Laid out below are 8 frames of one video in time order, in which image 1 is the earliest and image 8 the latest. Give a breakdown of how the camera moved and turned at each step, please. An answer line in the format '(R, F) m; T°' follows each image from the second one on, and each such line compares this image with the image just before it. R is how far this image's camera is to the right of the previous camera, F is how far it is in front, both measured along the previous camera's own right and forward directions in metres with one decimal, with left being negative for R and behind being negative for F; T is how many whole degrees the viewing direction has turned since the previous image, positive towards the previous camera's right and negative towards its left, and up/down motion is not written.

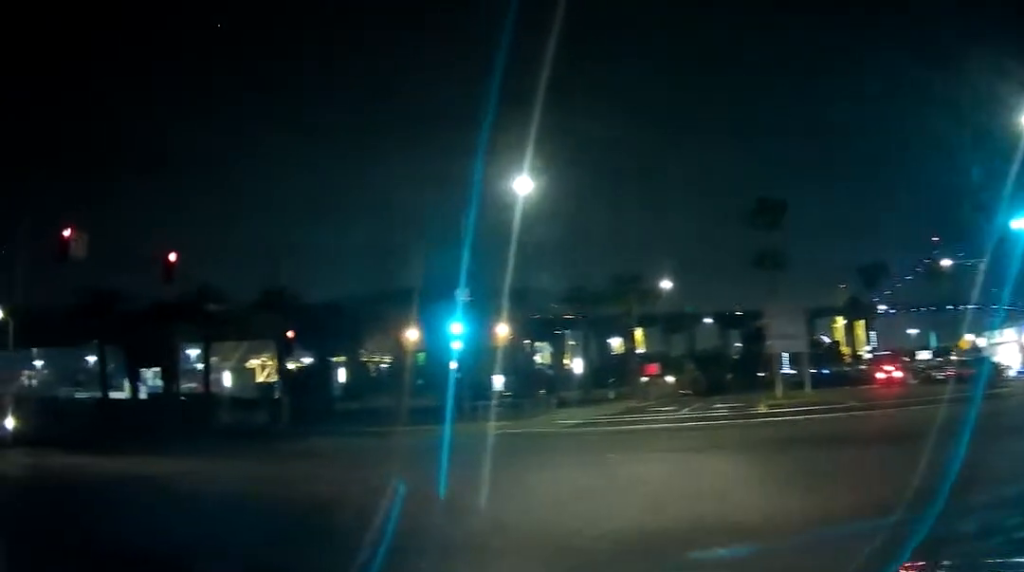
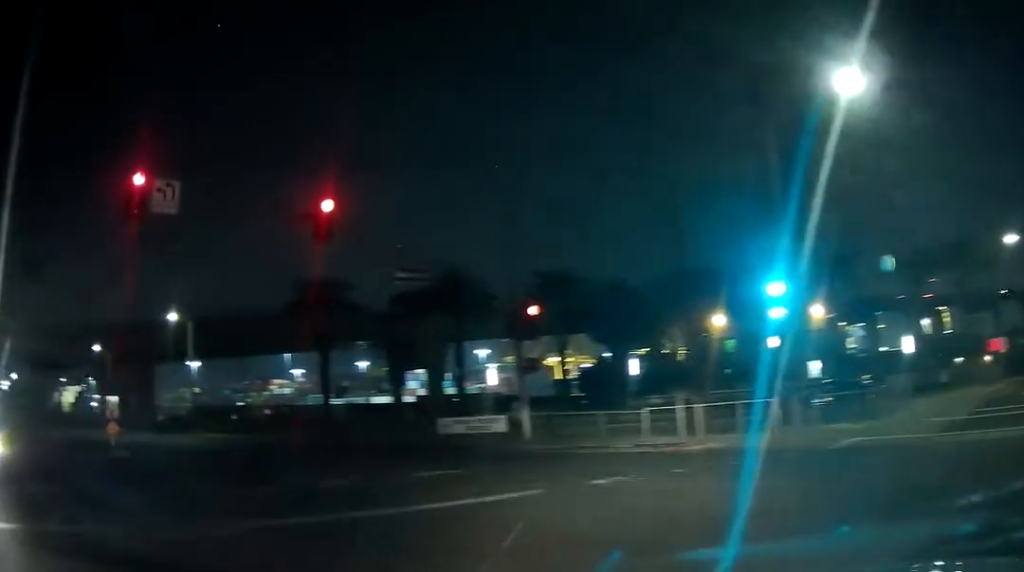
(-1.1, +9.6) m; -17°
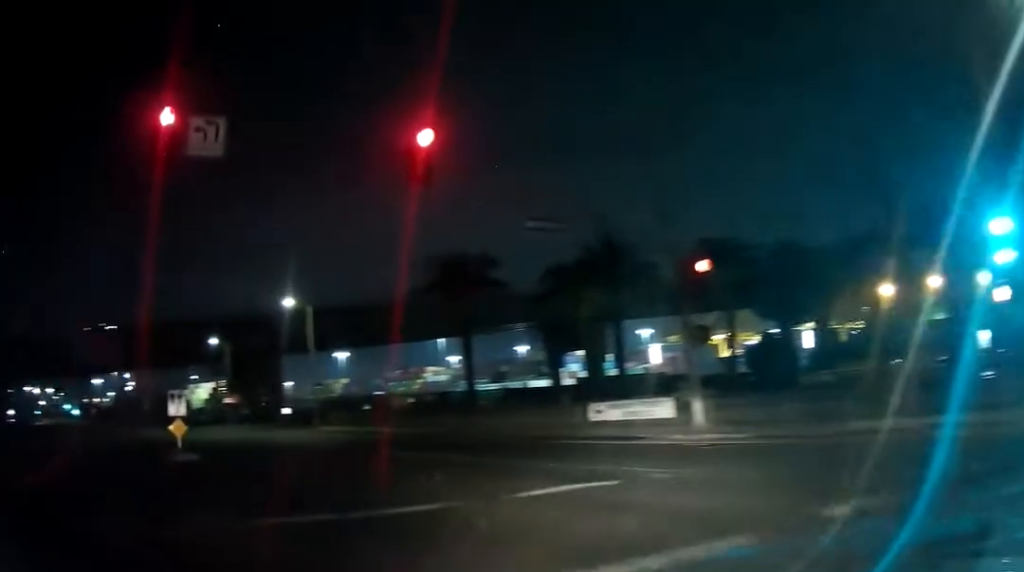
(-0.5, +5.1) m; -11°
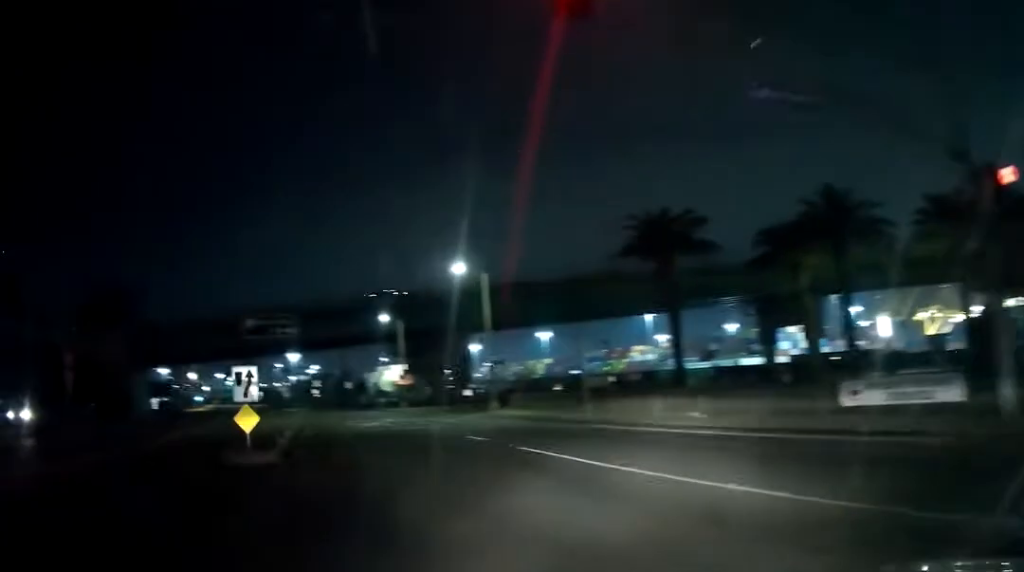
(-0.8, +7.0) m; -15°
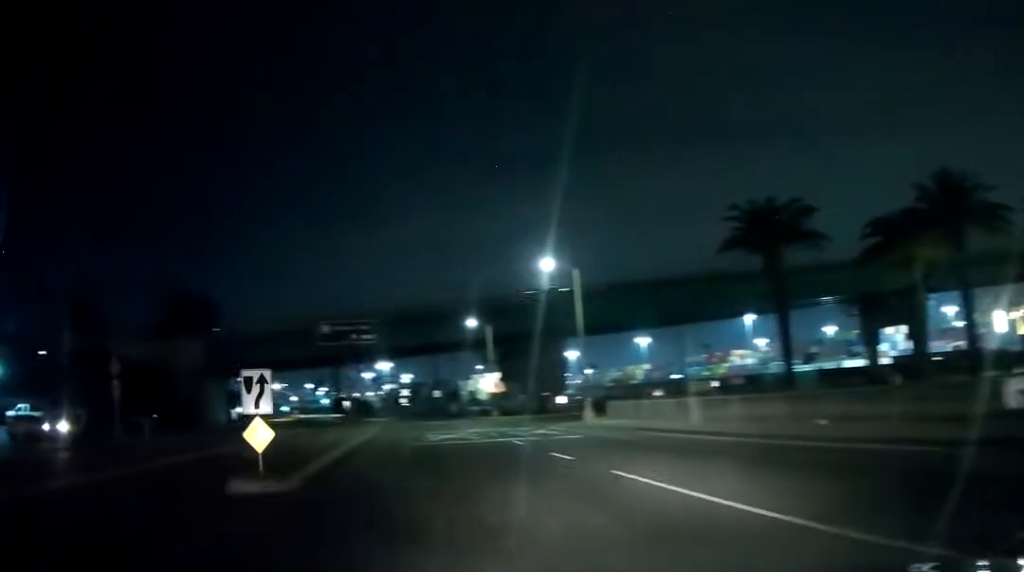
(-0.2, +4.1) m; -8°
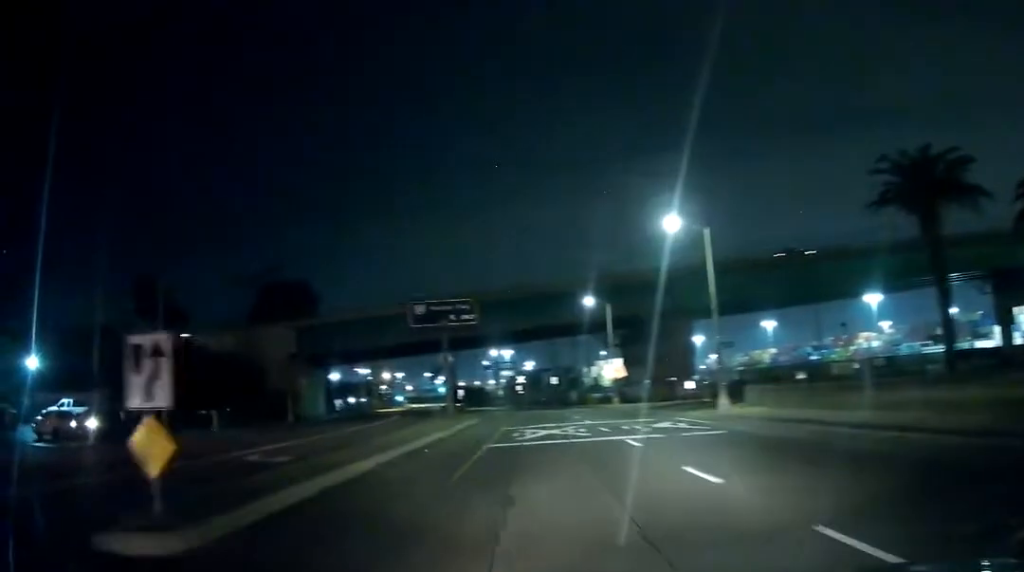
(-0.7, +6.9) m; -13°
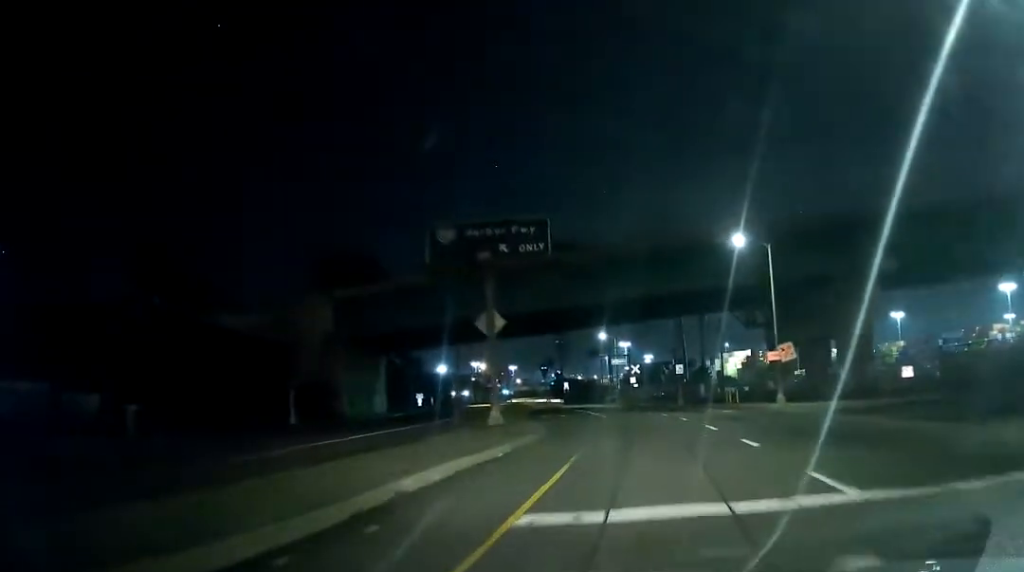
(-3.0, +24.1) m; -7°
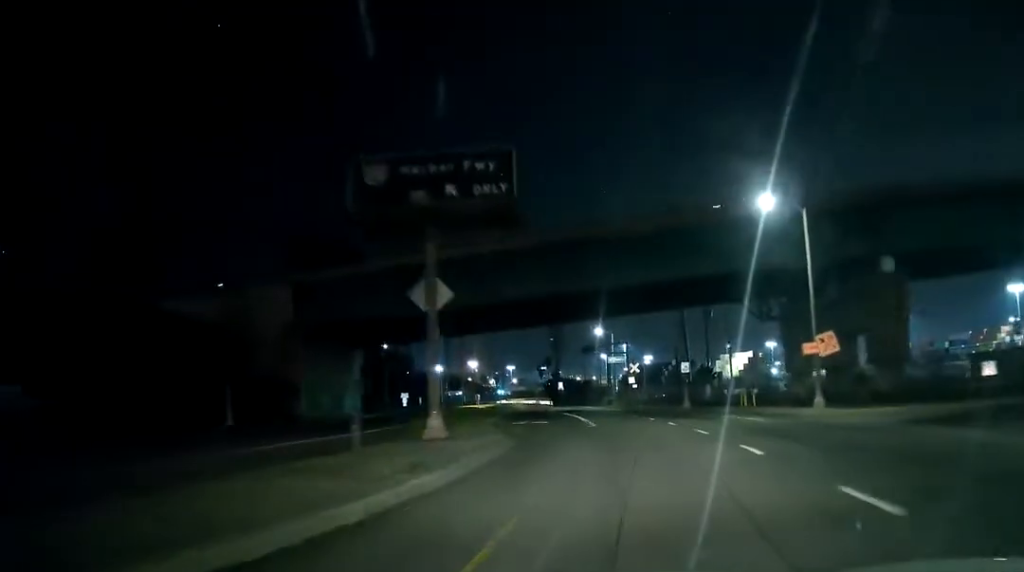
(+0.1, +8.5) m; -2°
